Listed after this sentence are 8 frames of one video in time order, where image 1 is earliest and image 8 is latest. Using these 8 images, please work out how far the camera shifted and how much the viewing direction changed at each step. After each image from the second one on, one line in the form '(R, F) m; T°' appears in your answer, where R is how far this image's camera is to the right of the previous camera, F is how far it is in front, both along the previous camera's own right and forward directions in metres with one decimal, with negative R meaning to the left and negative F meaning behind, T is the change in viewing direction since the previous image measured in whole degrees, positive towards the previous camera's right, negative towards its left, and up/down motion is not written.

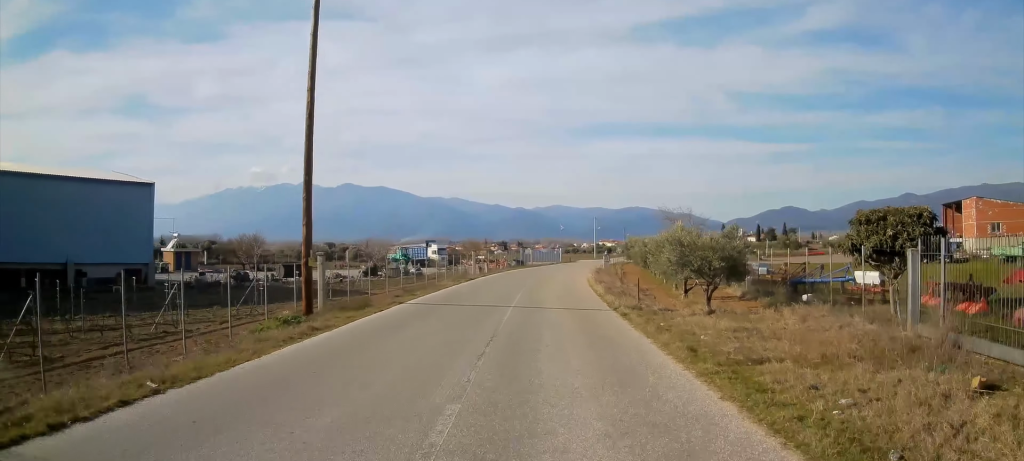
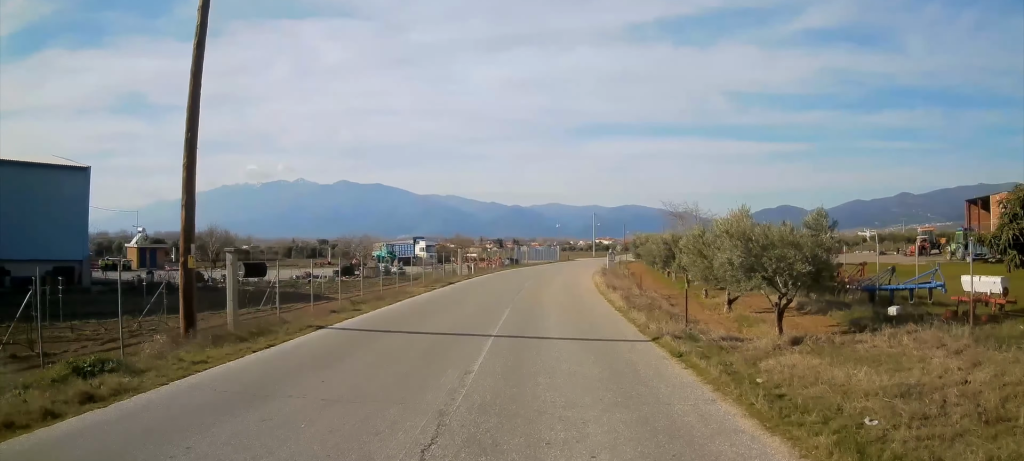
(+0.1, +6.6) m; 0°
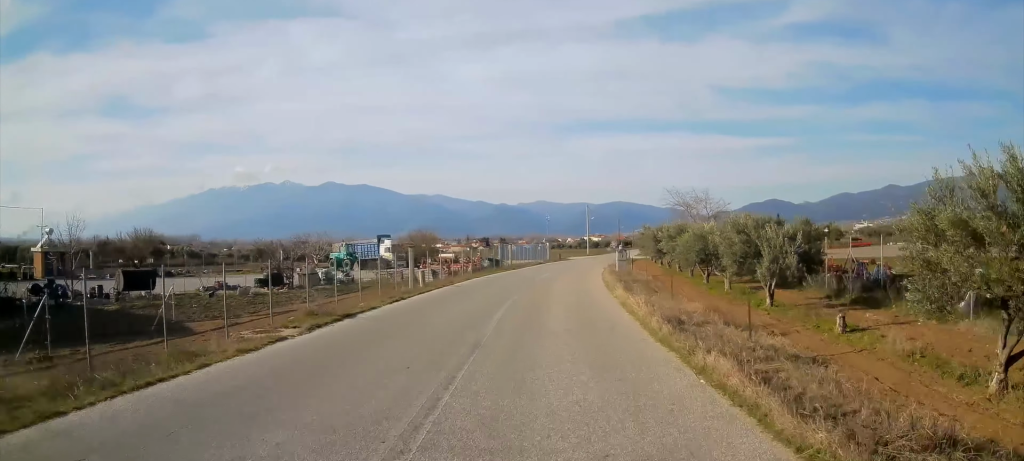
(0.0, +13.3) m; 0°
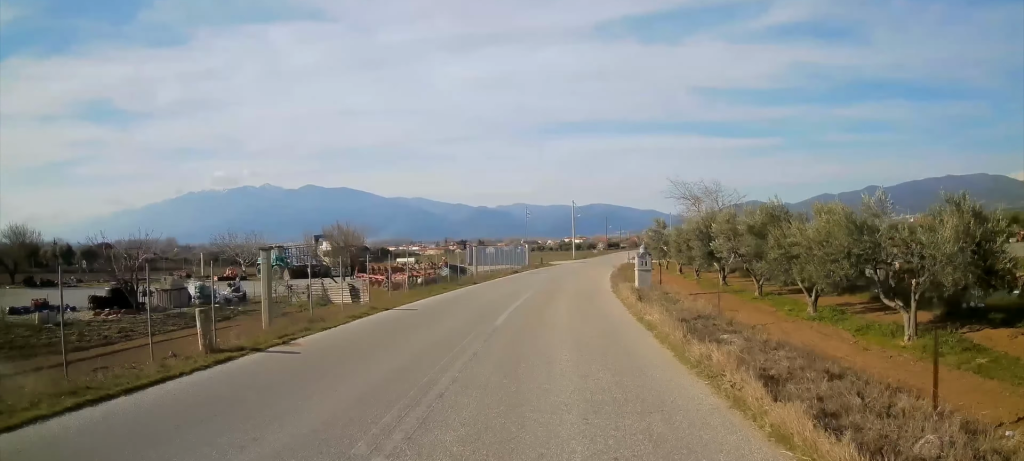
(+0.1, +14.7) m; +1°
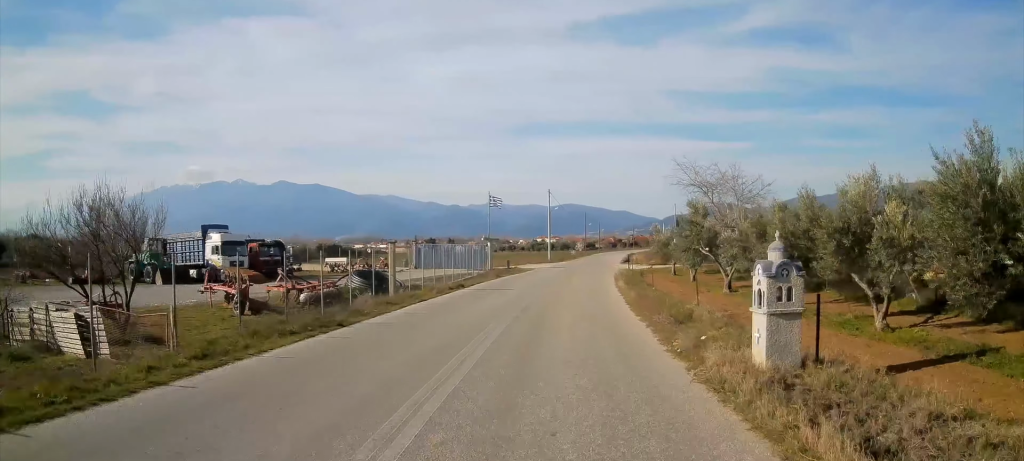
(+0.3, +16.0) m; +3°
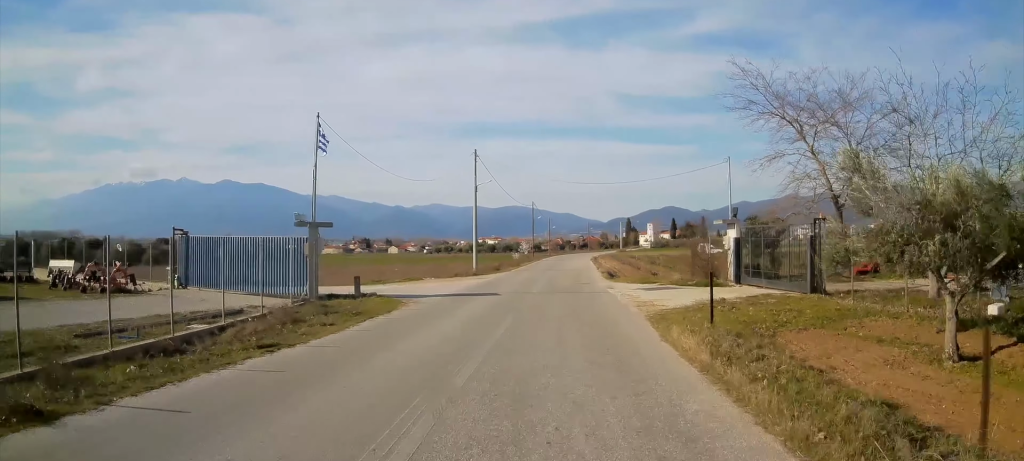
(+1.5, +30.0) m; +5°
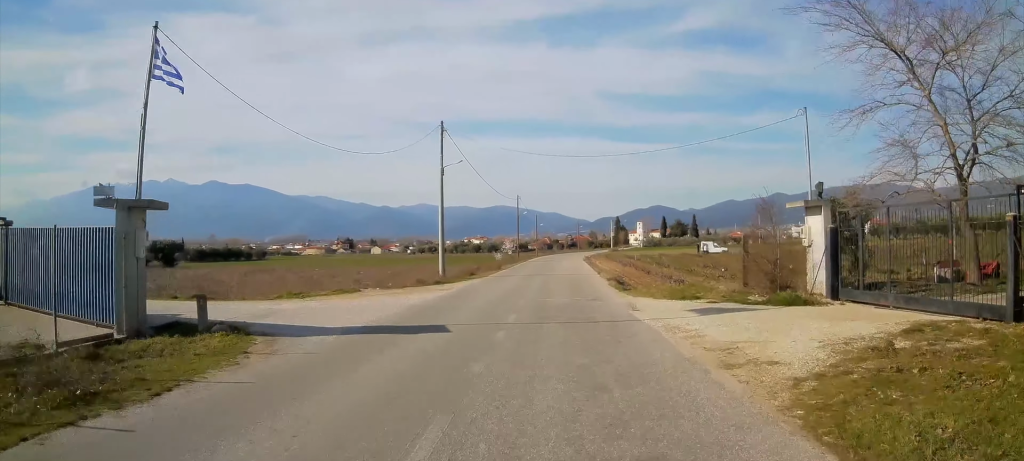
(+0.1, +9.5) m; +1°
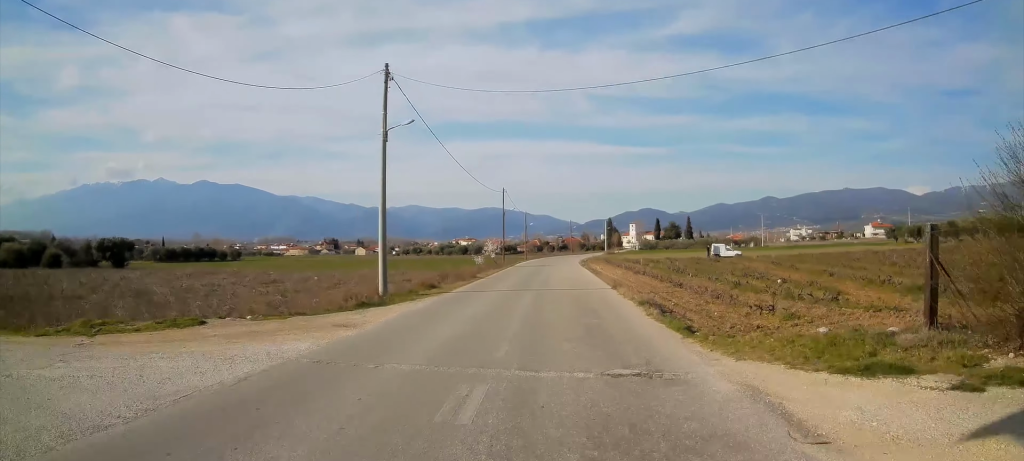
(+0.1, +10.9) m; +1°
